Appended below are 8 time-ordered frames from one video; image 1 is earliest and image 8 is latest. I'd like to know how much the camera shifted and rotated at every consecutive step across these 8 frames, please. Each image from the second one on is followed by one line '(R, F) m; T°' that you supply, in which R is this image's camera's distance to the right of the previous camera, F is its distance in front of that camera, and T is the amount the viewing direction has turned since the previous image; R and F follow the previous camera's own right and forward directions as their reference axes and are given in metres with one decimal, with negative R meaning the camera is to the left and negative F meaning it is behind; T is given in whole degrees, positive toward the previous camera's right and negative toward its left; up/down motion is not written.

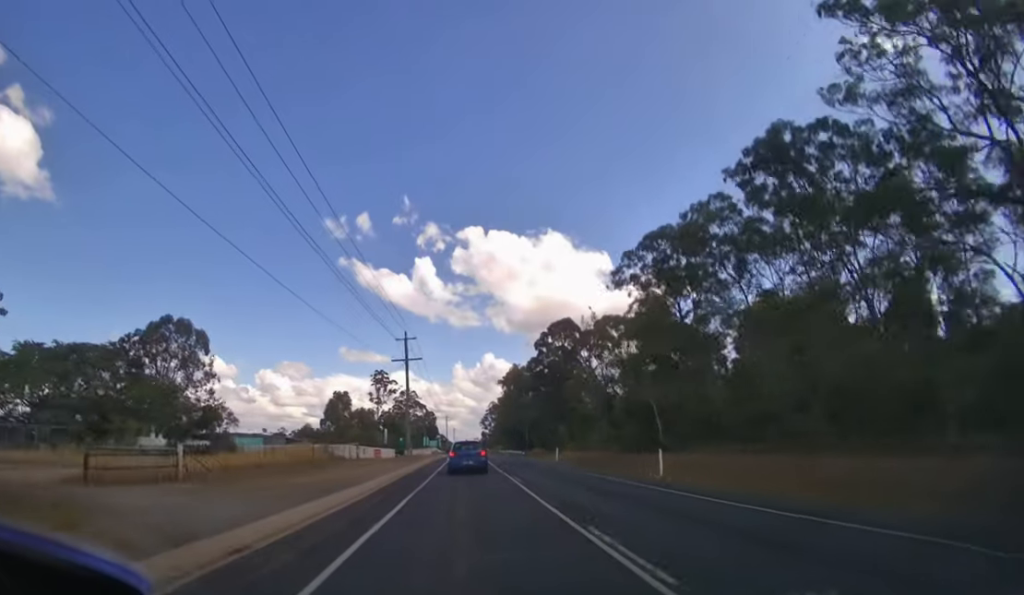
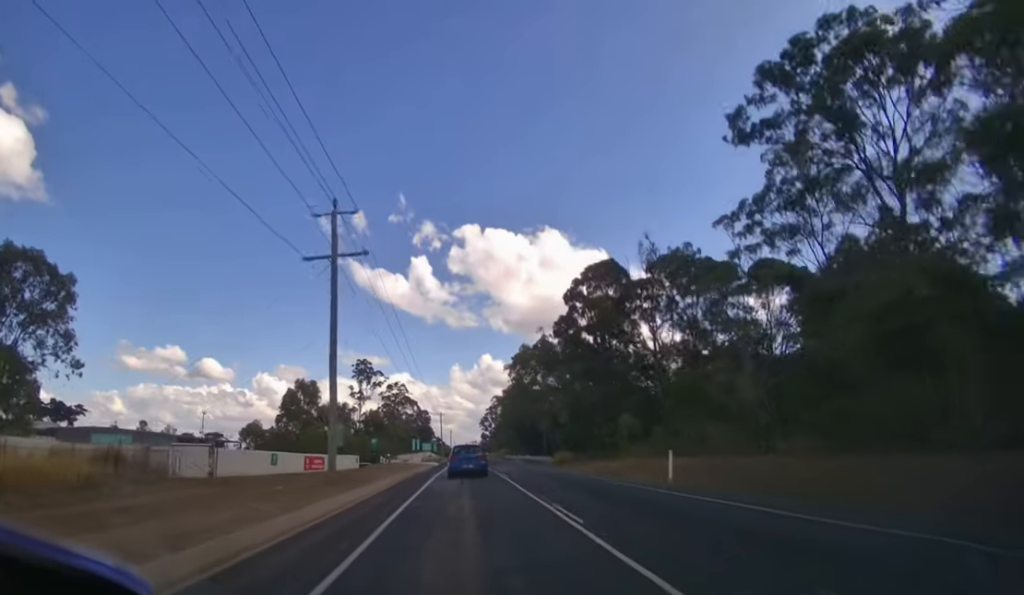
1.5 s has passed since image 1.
(0.0, +20.0) m; 0°
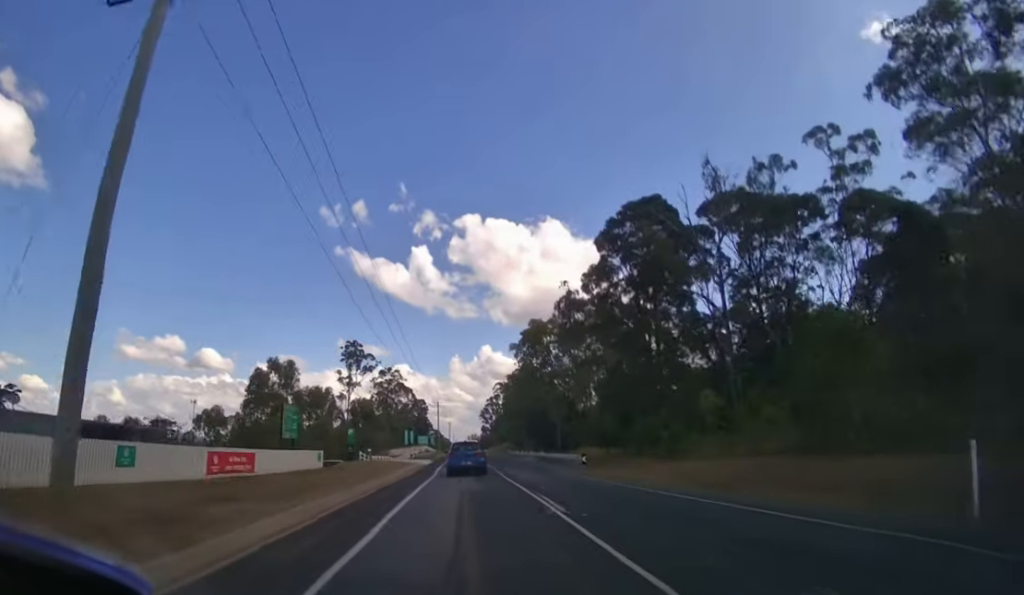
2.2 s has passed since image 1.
(0.0, +11.6) m; 0°
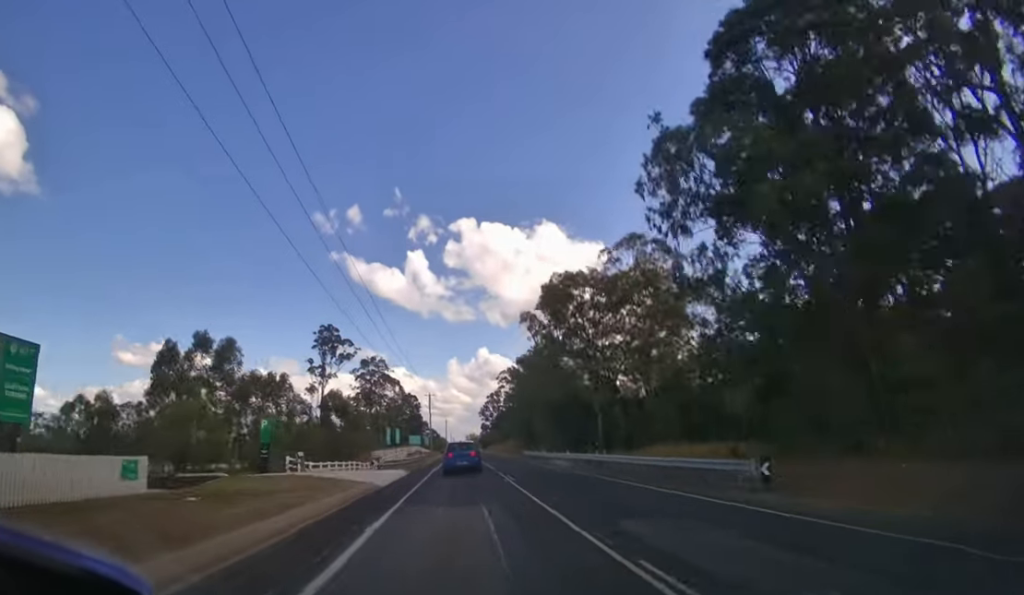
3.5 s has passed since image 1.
(0.0, +21.1) m; 0°
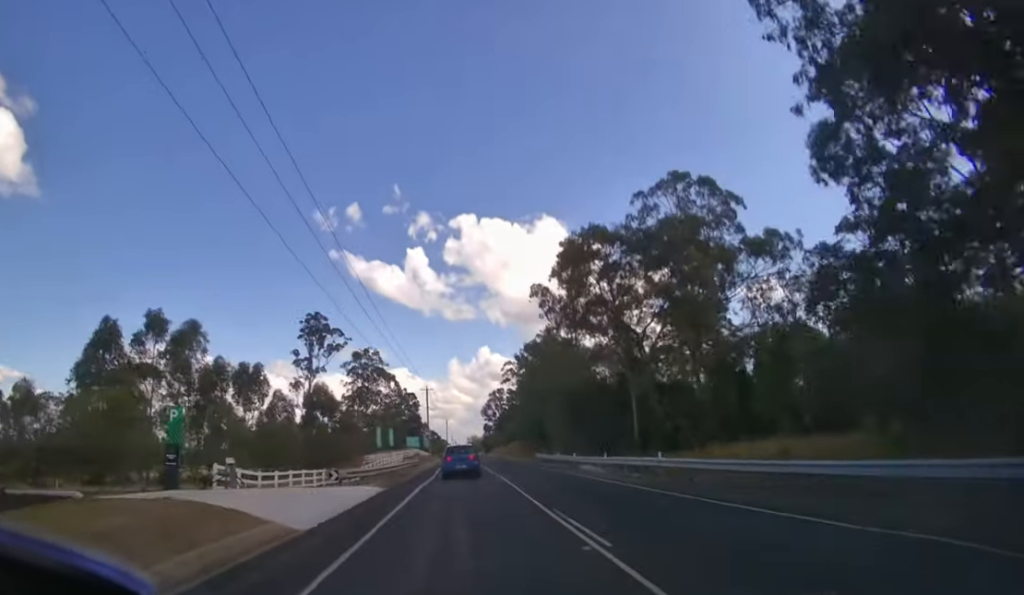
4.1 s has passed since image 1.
(0.0, +10.7) m; 0°
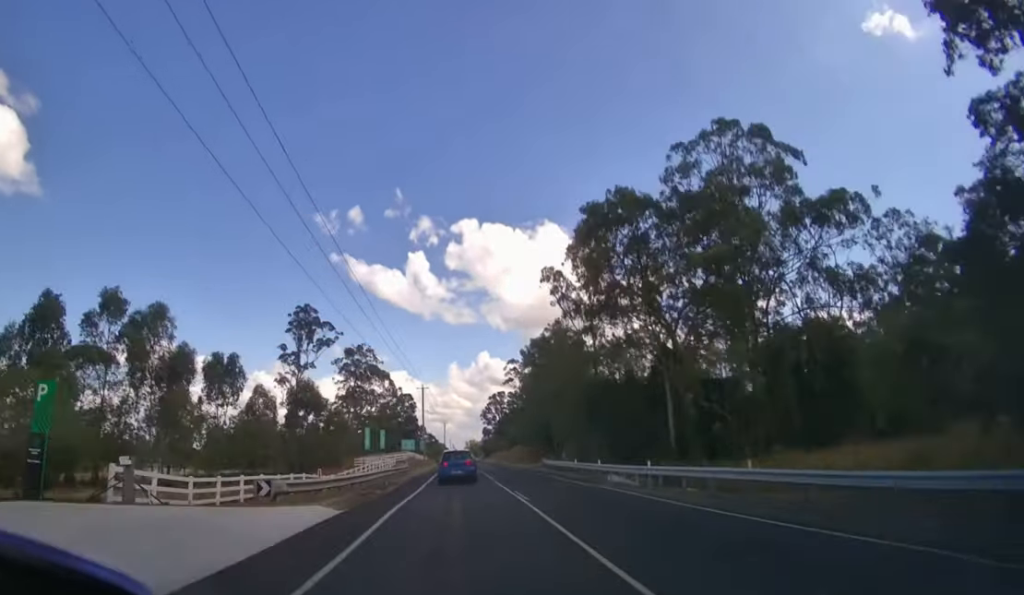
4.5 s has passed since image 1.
(0.0, +7.7) m; 0°
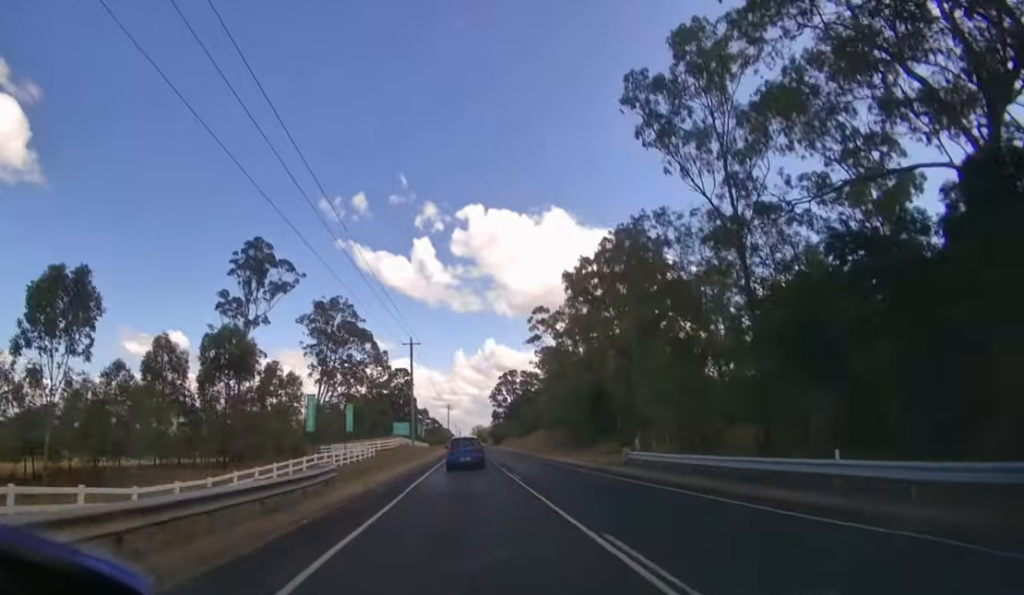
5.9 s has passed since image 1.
(0.0, +25.5) m; 0°
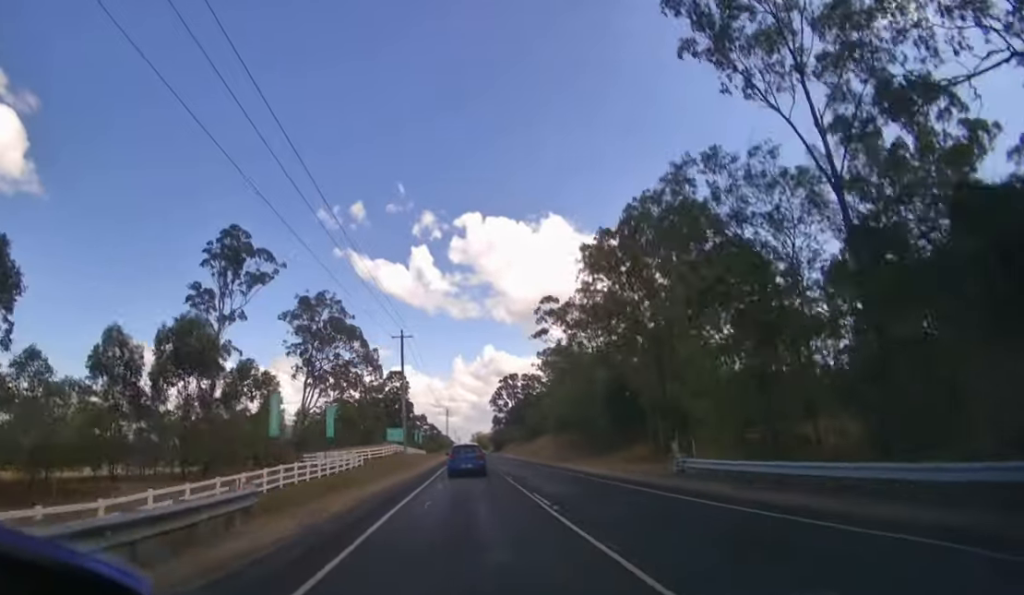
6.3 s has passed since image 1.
(0.0, +6.7) m; 0°
